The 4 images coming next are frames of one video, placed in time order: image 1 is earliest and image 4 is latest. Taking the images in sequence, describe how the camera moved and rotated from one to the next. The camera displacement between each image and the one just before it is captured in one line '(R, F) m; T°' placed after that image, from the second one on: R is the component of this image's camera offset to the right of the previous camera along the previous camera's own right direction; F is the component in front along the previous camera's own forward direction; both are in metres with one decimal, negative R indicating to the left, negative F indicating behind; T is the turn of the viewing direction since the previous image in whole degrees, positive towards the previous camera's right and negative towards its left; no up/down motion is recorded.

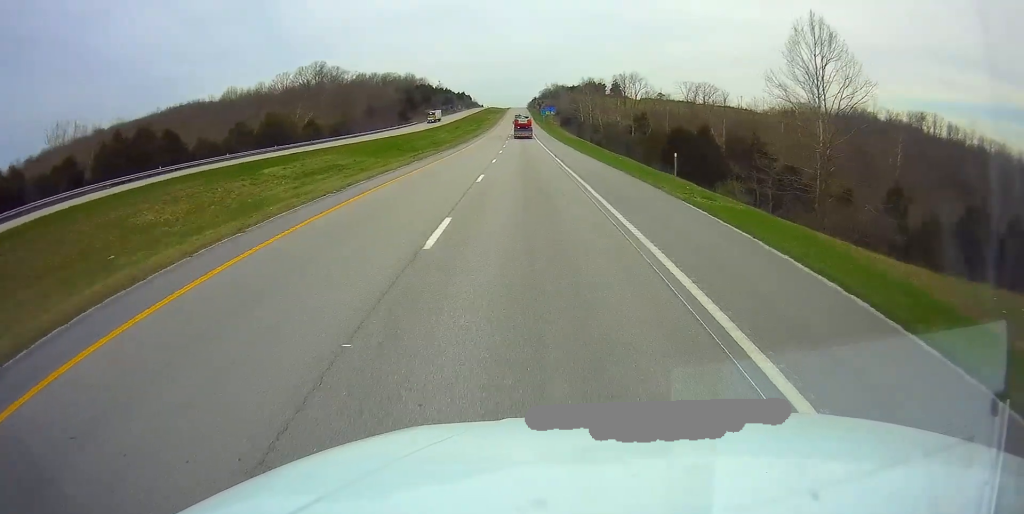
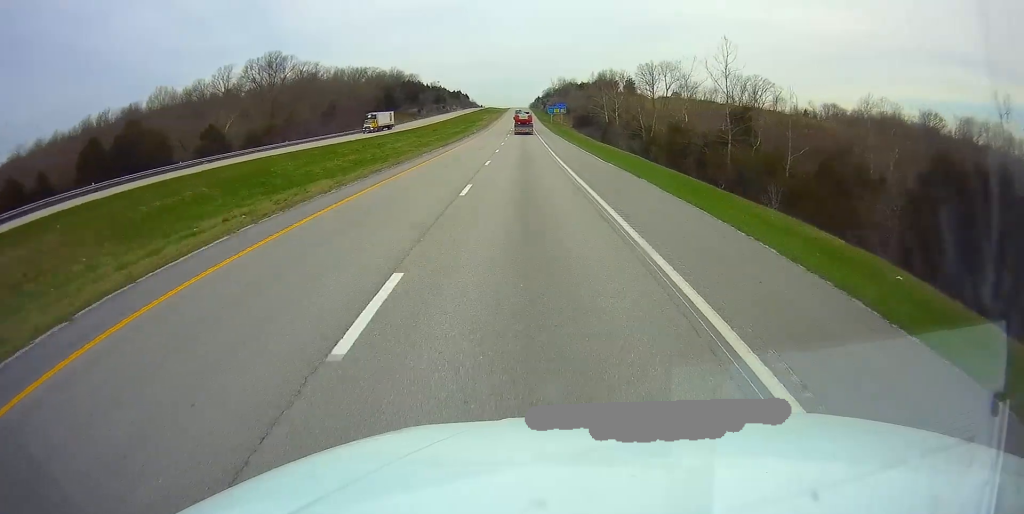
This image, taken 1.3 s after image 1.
(+0.1, +41.4) m; 0°
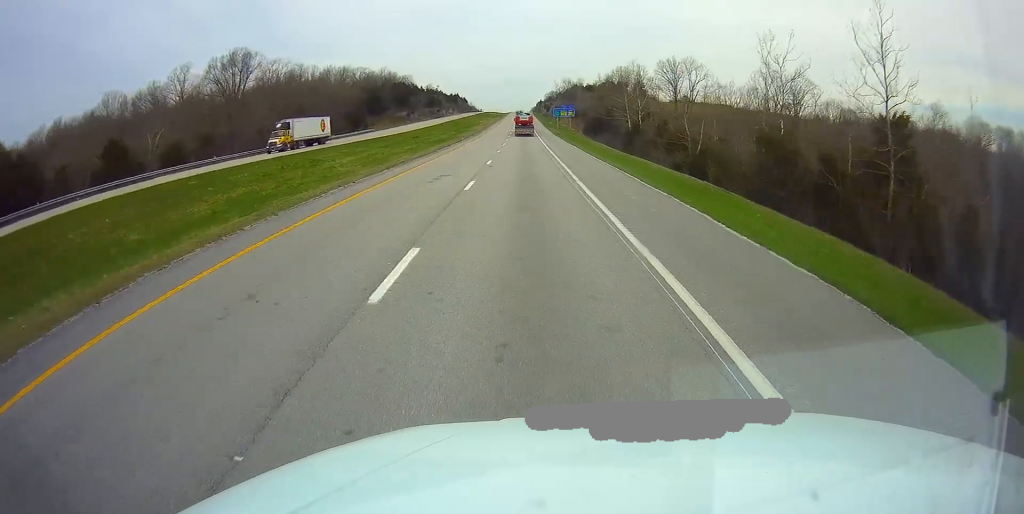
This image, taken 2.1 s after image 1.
(-0.2, +22.7) m; 0°
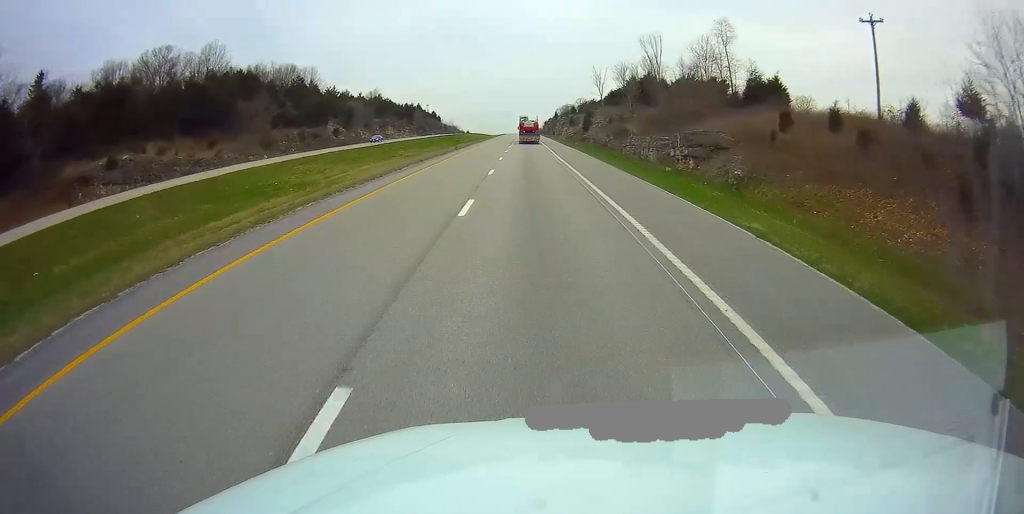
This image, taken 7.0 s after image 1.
(-0.4, +151.2) m; 0°
